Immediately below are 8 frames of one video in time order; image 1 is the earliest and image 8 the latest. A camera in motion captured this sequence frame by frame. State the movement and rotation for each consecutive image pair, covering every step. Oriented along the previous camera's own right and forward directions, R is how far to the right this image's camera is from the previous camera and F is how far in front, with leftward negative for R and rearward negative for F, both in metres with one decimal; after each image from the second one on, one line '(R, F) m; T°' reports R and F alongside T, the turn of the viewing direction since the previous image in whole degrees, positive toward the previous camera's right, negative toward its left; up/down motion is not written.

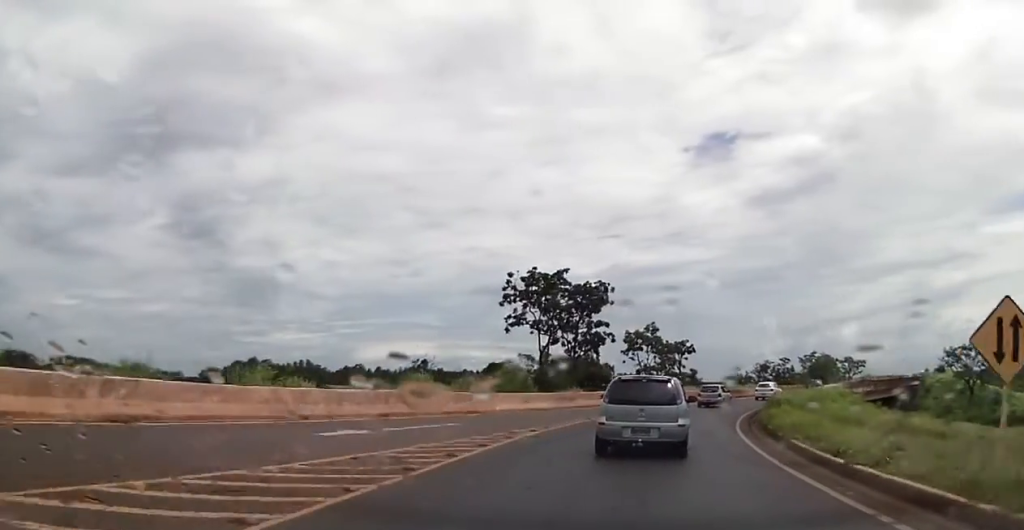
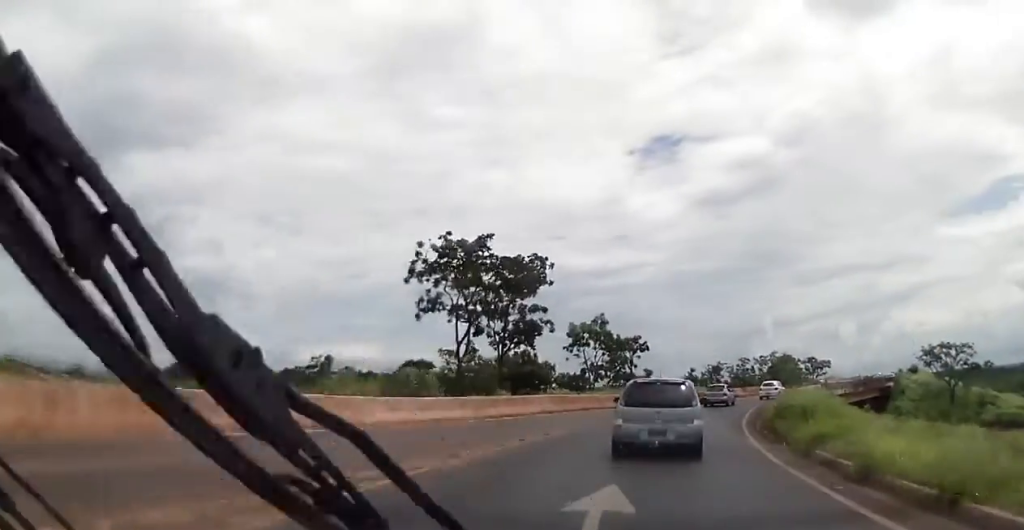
(+0.2, +10.2) m; +4°
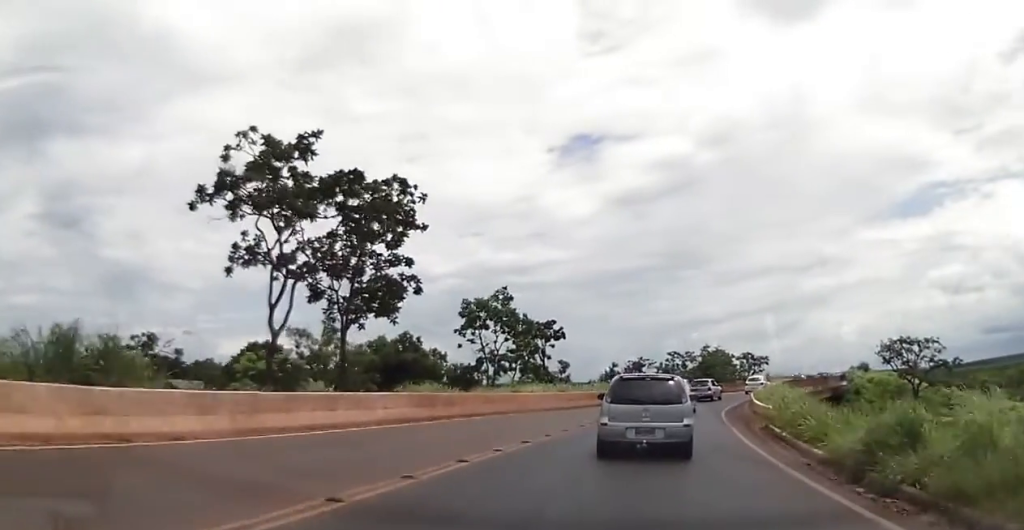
(+0.8, +12.7) m; +7°
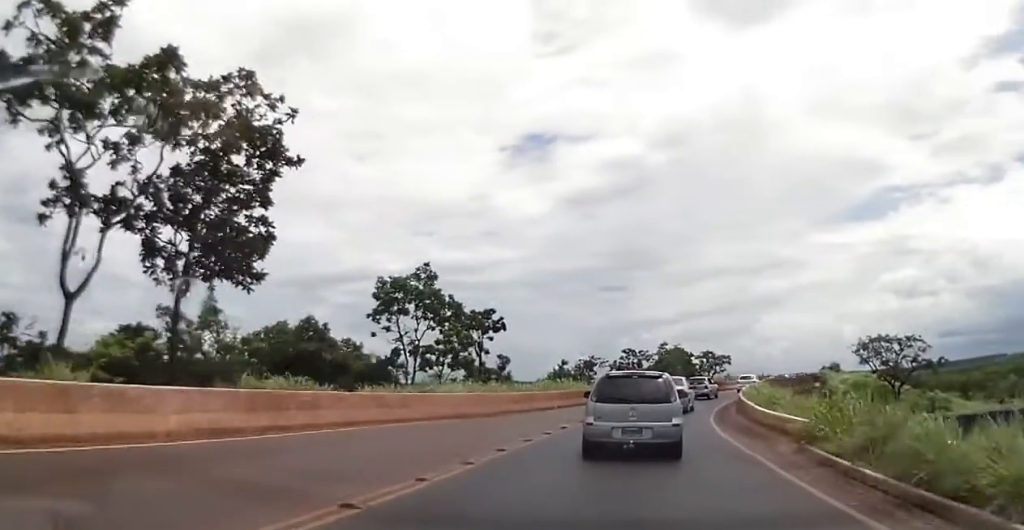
(+0.3, +8.2) m; +4°
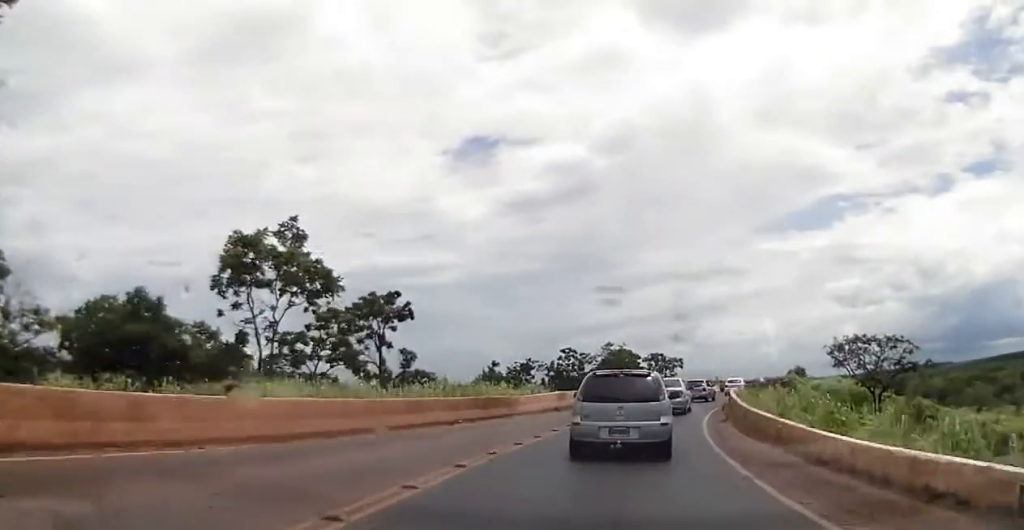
(+0.5, +10.6) m; +7°
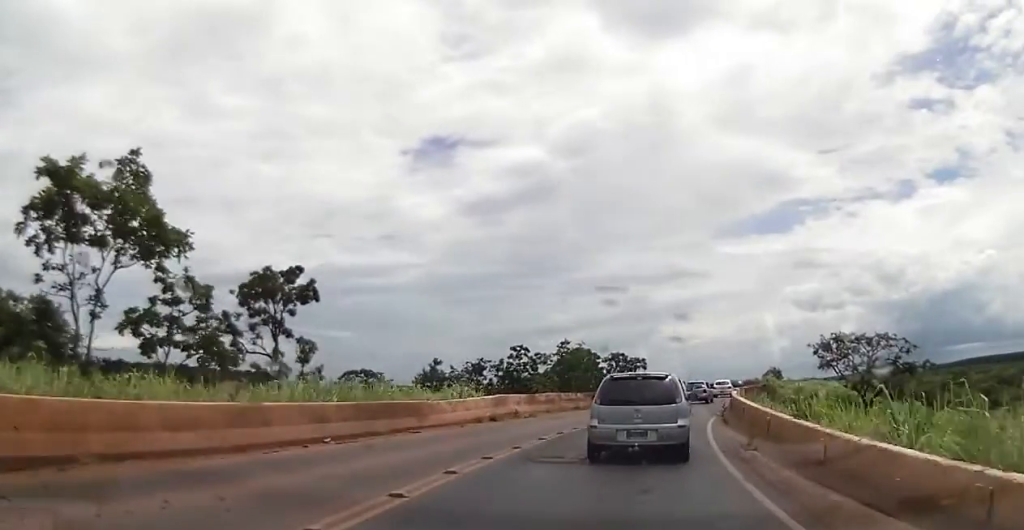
(+0.6, +8.4) m; +3°
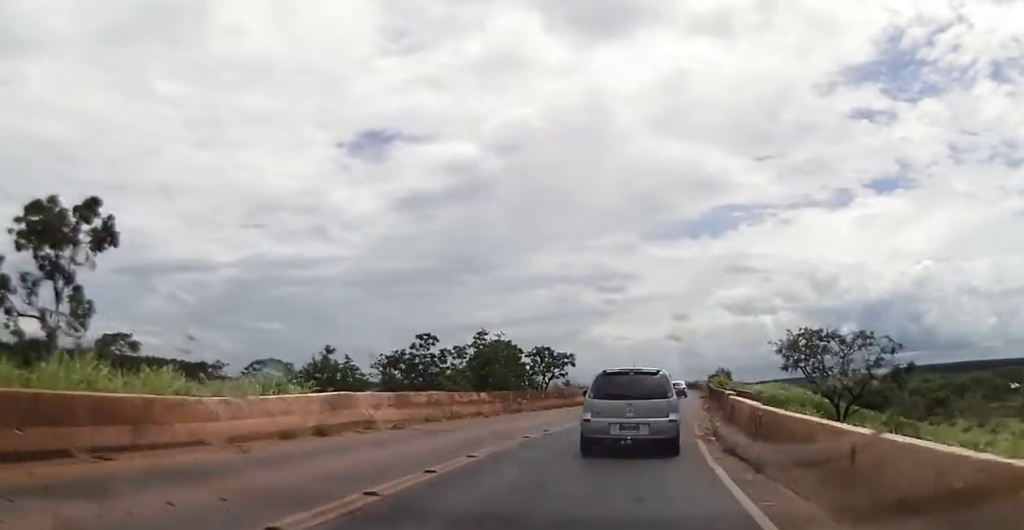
(+0.1, +10.7) m; +3°
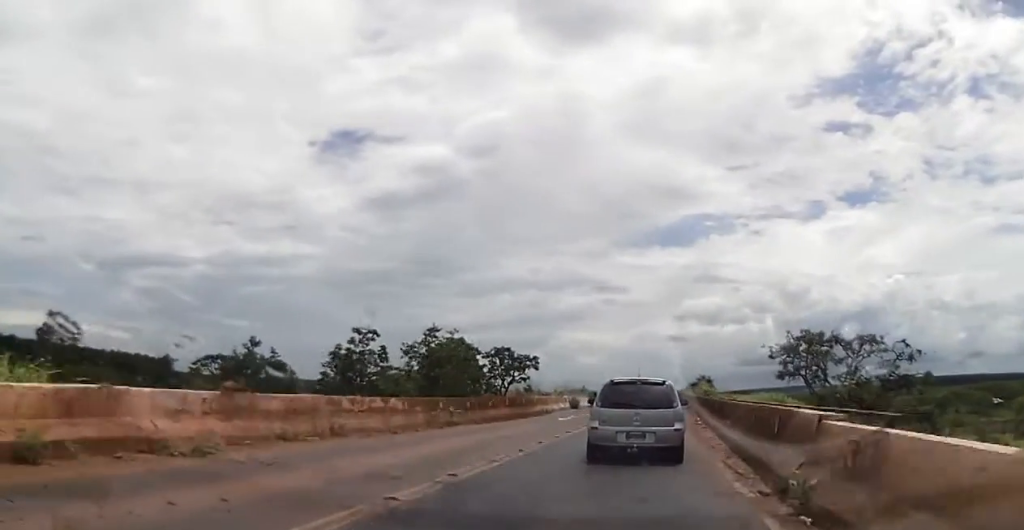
(+0.3, +8.3) m; +3°
